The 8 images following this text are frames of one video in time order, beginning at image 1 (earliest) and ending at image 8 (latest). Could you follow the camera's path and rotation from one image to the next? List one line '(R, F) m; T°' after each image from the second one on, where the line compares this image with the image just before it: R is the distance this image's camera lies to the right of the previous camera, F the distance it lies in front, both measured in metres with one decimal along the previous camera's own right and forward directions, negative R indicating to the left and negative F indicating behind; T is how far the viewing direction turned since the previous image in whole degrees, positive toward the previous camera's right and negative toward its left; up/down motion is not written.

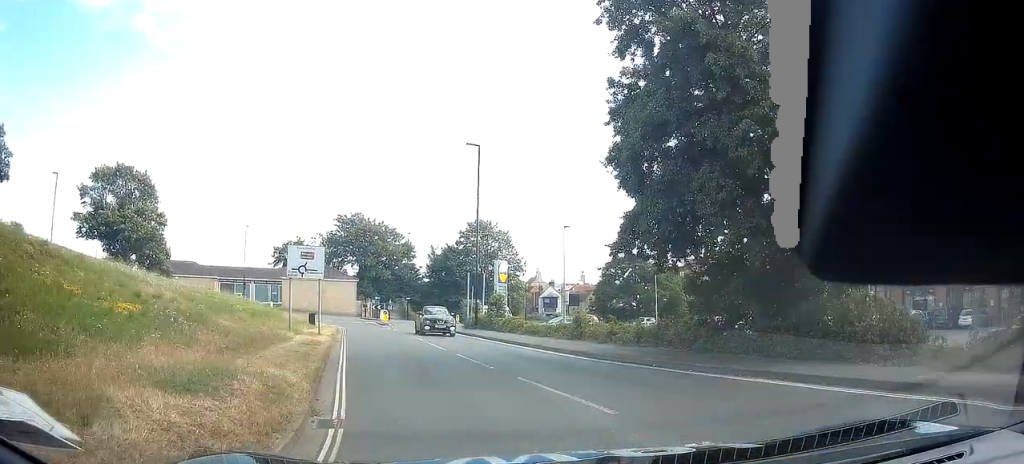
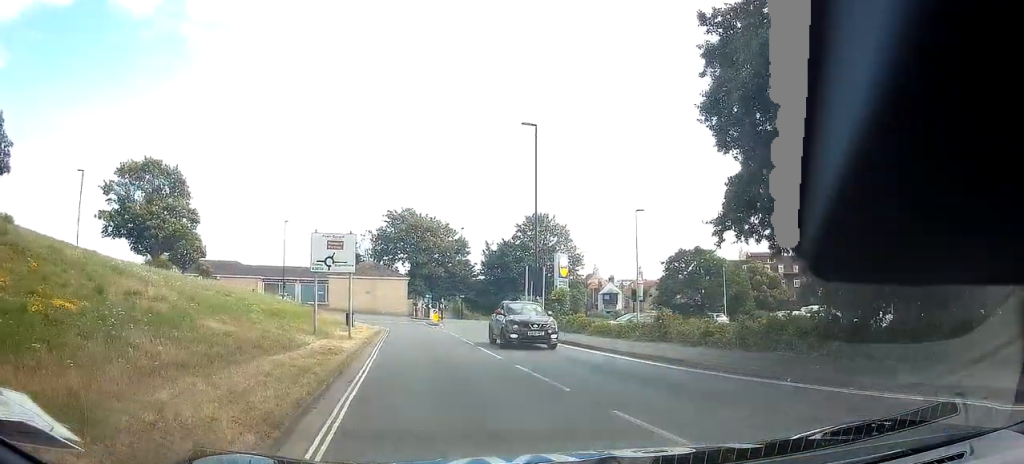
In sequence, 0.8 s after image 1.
(0.0, +3.2) m; -3°
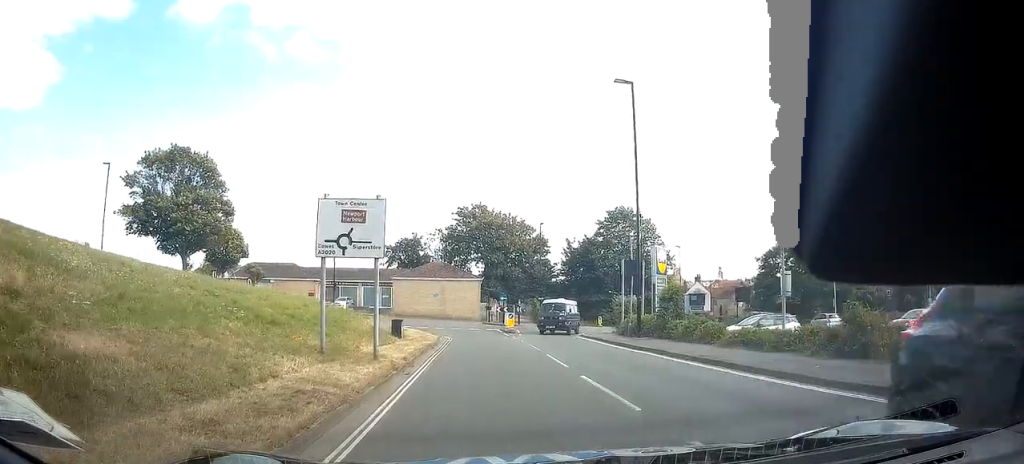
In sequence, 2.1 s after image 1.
(-0.5, +6.4) m; -5°
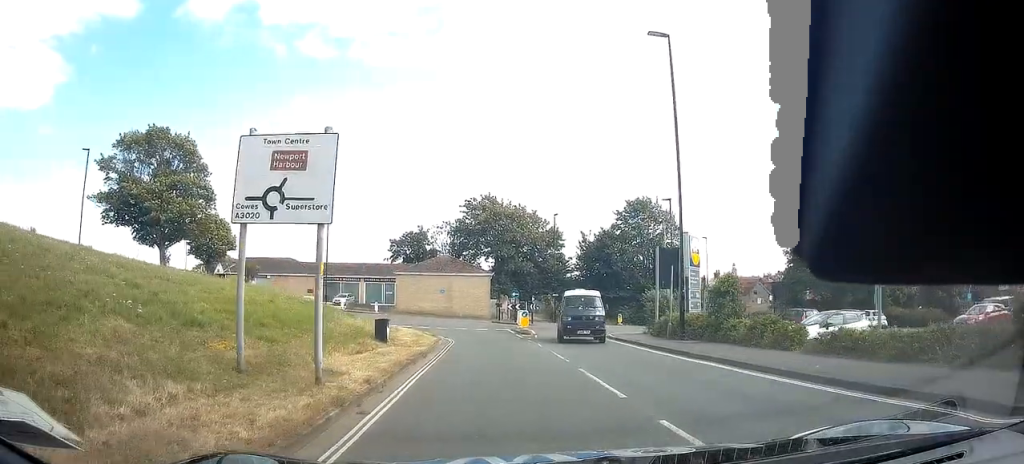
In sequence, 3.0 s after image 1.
(+0.1, +4.5) m; +3°
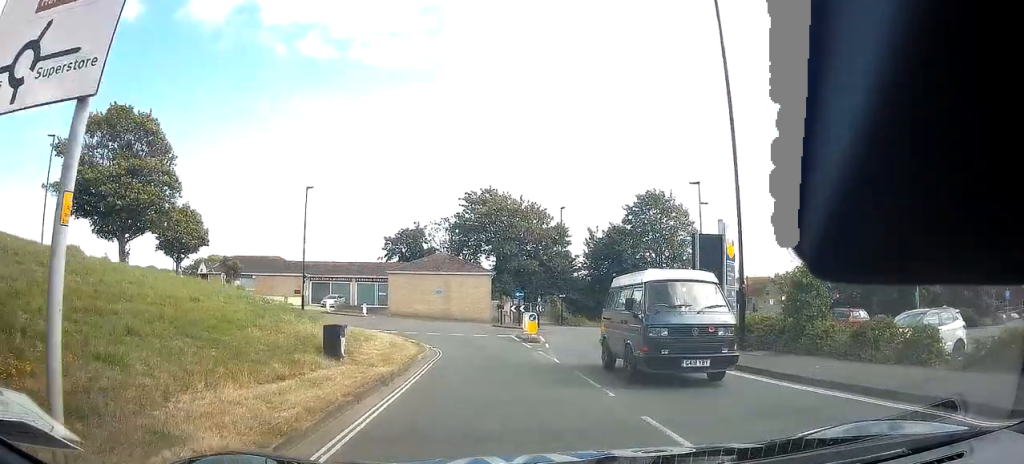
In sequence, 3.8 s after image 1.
(+0.2, +5.0) m; +3°
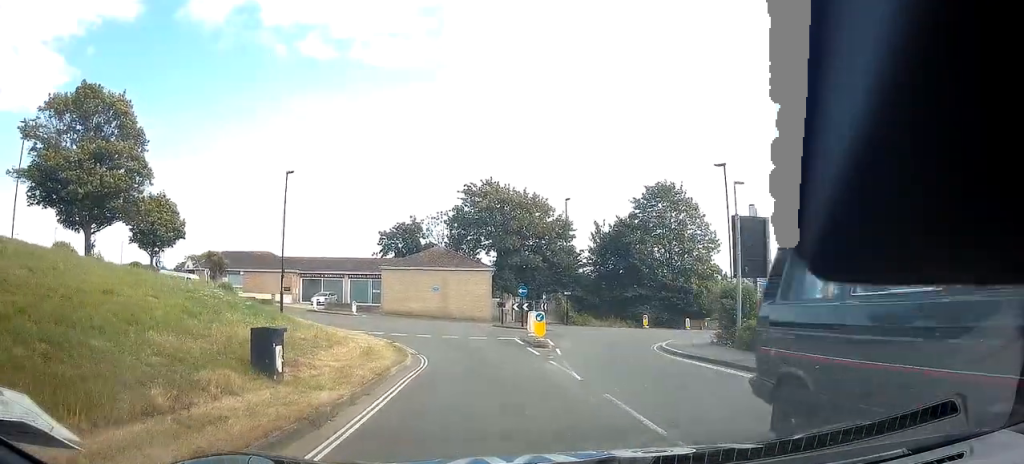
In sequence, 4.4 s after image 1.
(+0.1, +3.5) m; 0°
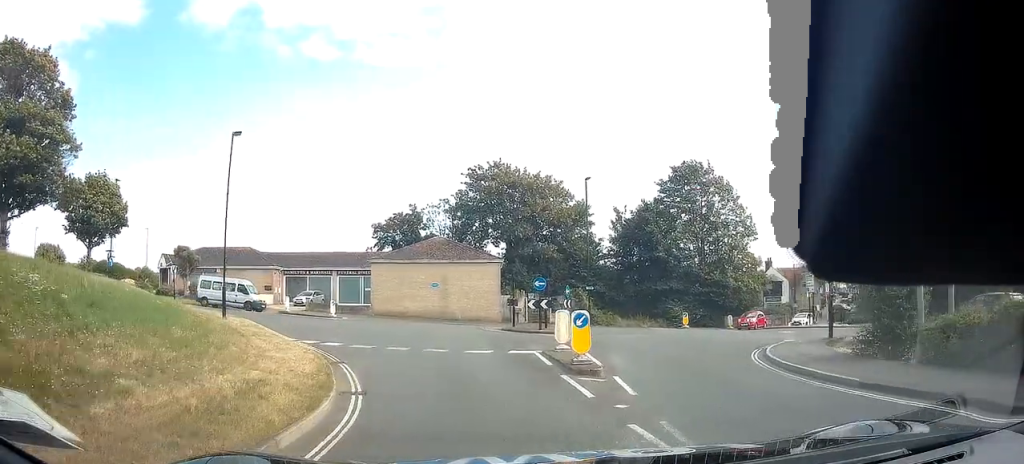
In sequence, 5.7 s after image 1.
(-0.4, +7.2) m; -5°
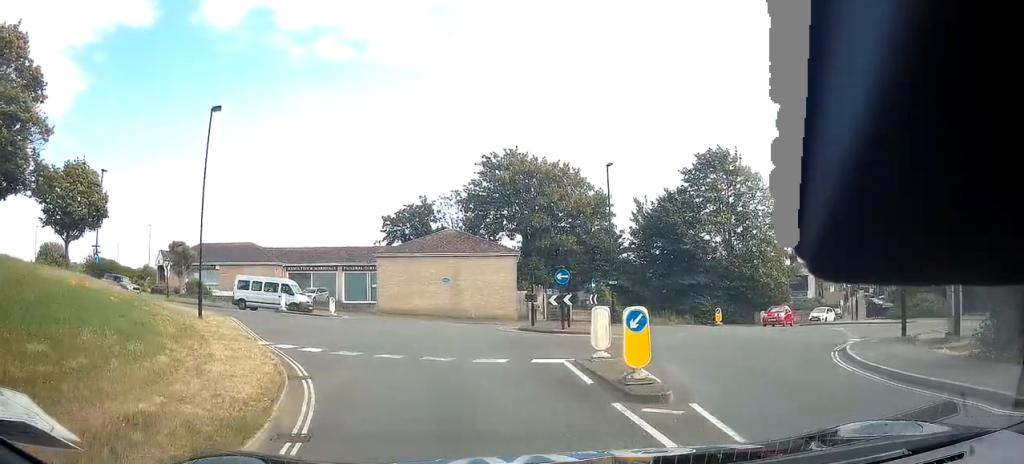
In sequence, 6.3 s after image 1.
(-0.1, +3.0) m; -2°
